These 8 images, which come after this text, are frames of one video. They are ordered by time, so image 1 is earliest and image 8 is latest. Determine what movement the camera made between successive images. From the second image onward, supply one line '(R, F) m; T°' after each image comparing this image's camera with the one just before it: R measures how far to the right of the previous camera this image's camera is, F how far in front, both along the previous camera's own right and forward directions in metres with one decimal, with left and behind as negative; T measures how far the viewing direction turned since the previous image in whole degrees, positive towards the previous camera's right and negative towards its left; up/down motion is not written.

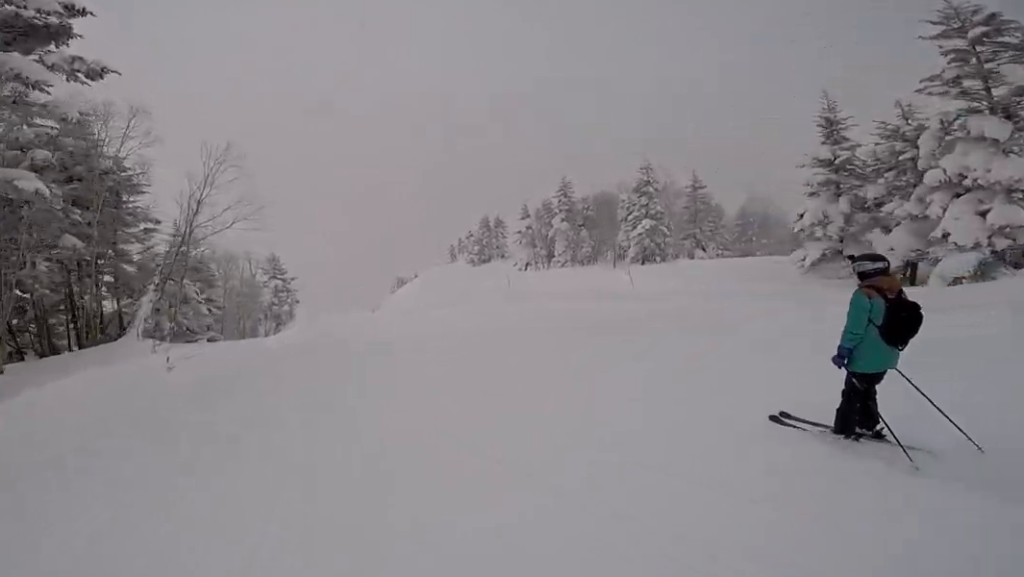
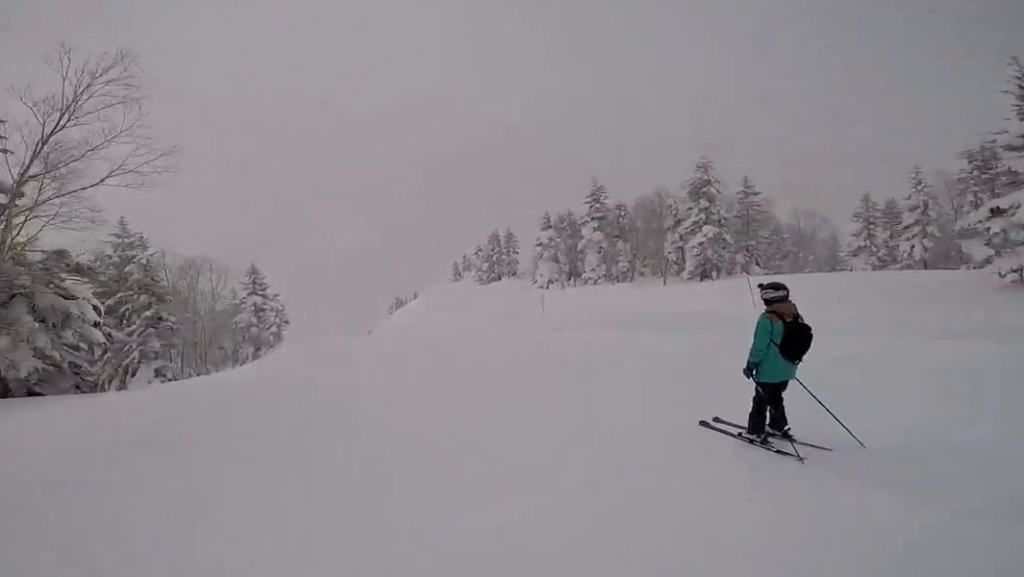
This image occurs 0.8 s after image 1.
(0.0, +6.6) m; -3°
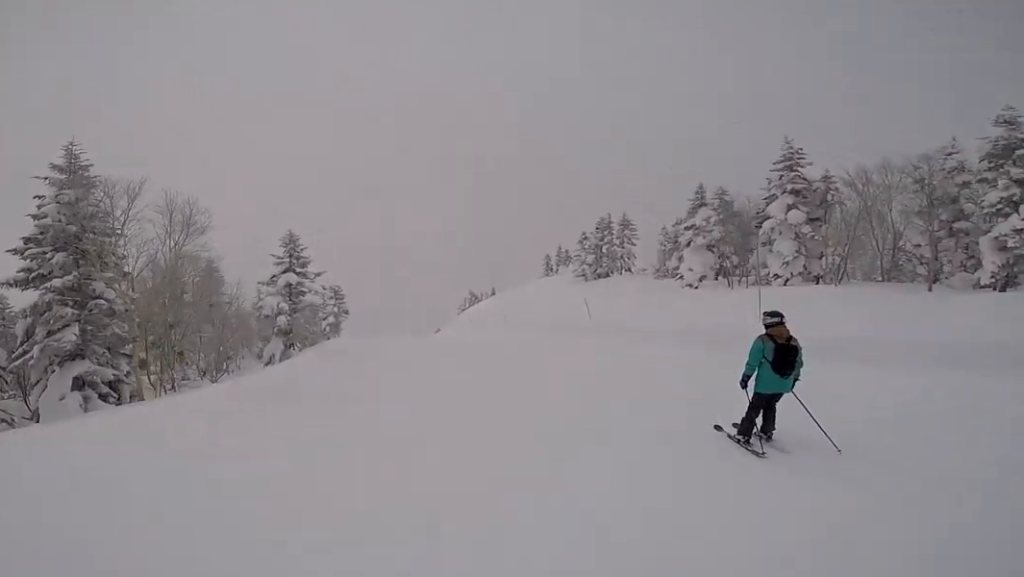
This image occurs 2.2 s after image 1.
(-1.1, +10.1) m; -6°
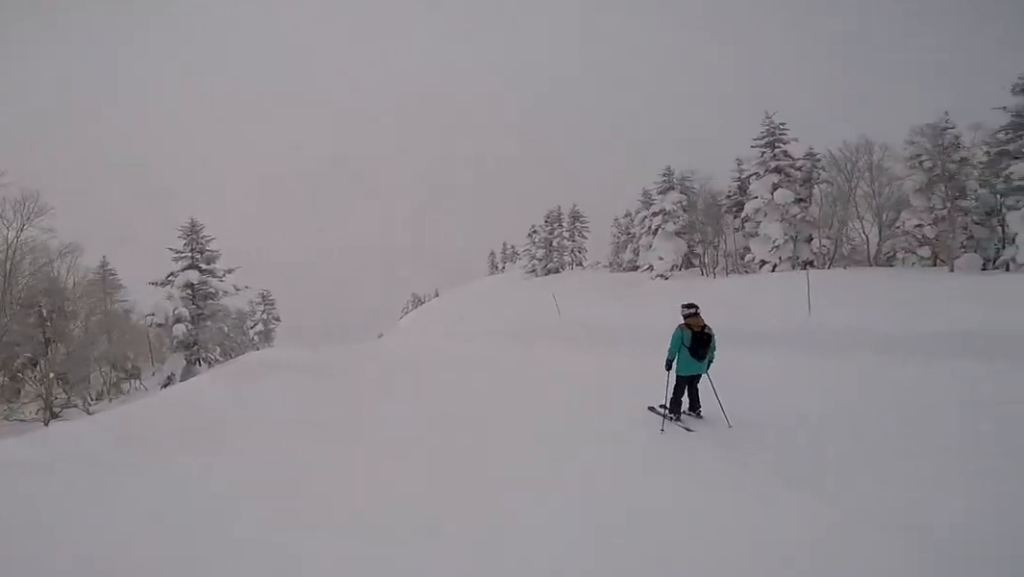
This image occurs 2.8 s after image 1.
(-0.1, +4.4) m; +2°
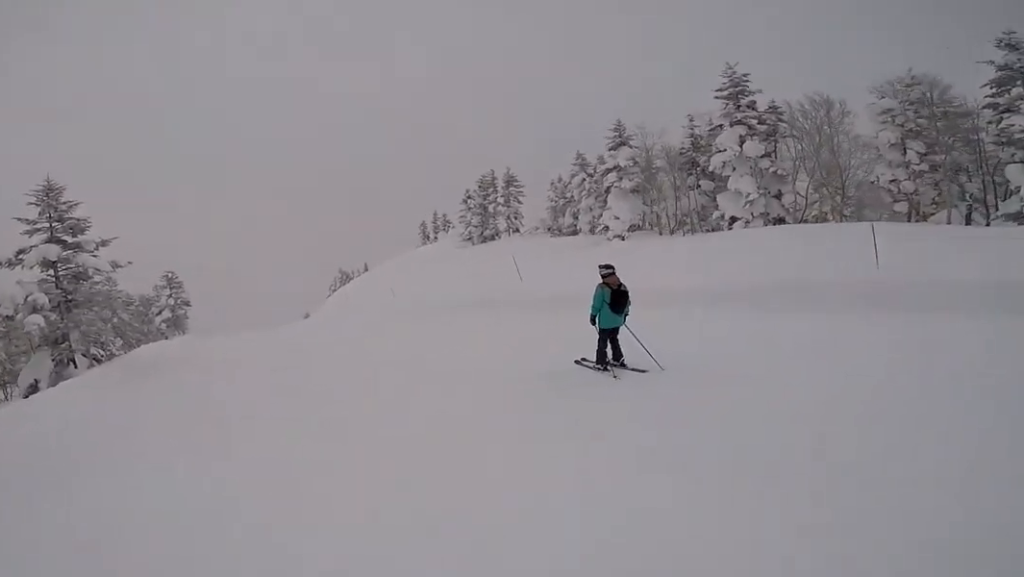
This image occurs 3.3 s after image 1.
(+0.4, +3.6) m; +5°
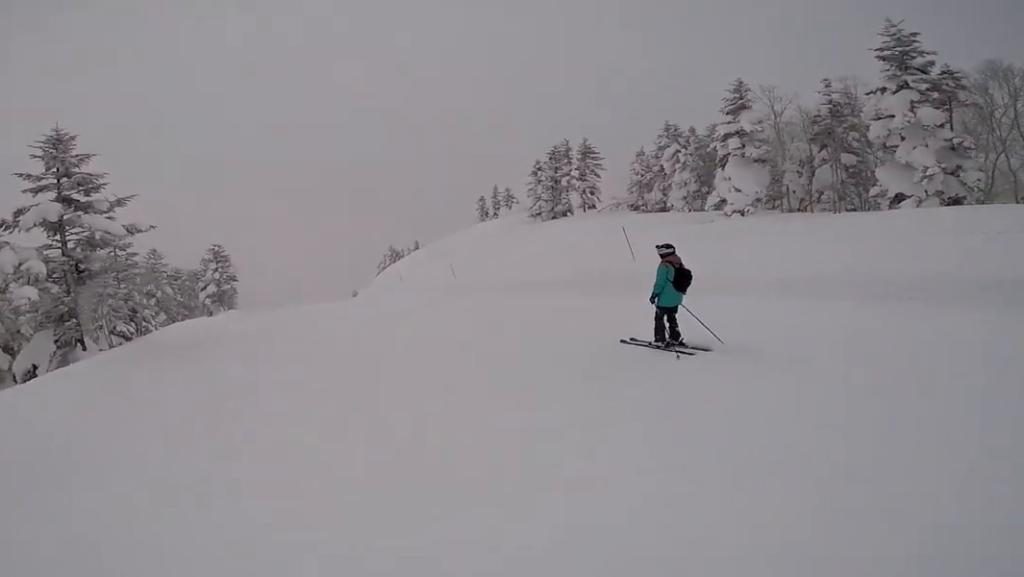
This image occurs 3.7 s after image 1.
(+0.1, +3.4) m; 0°
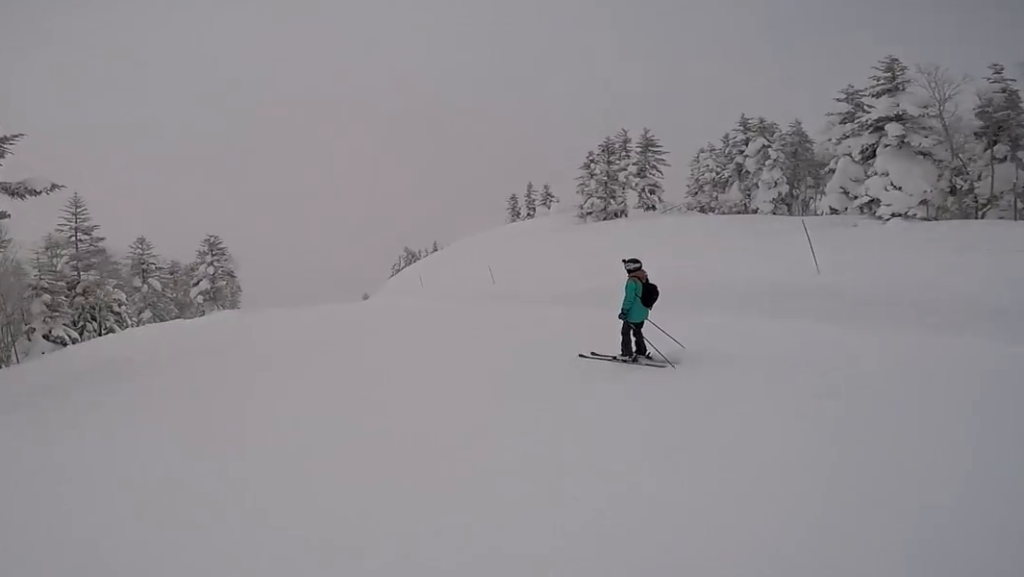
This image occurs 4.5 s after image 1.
(+0.2, +5.6) m; -7°
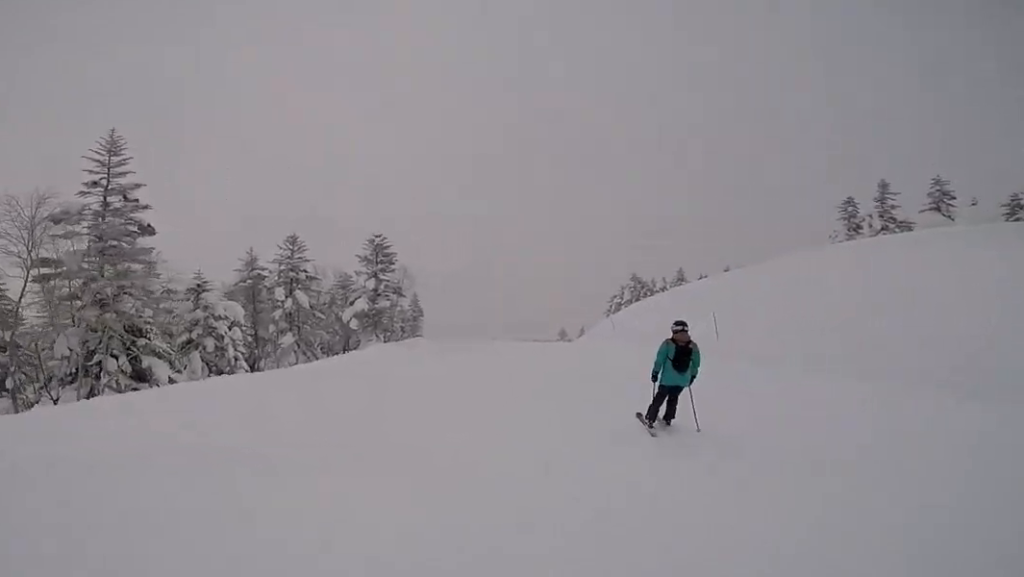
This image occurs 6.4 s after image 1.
(-2.6, +13.4) m; -3°
